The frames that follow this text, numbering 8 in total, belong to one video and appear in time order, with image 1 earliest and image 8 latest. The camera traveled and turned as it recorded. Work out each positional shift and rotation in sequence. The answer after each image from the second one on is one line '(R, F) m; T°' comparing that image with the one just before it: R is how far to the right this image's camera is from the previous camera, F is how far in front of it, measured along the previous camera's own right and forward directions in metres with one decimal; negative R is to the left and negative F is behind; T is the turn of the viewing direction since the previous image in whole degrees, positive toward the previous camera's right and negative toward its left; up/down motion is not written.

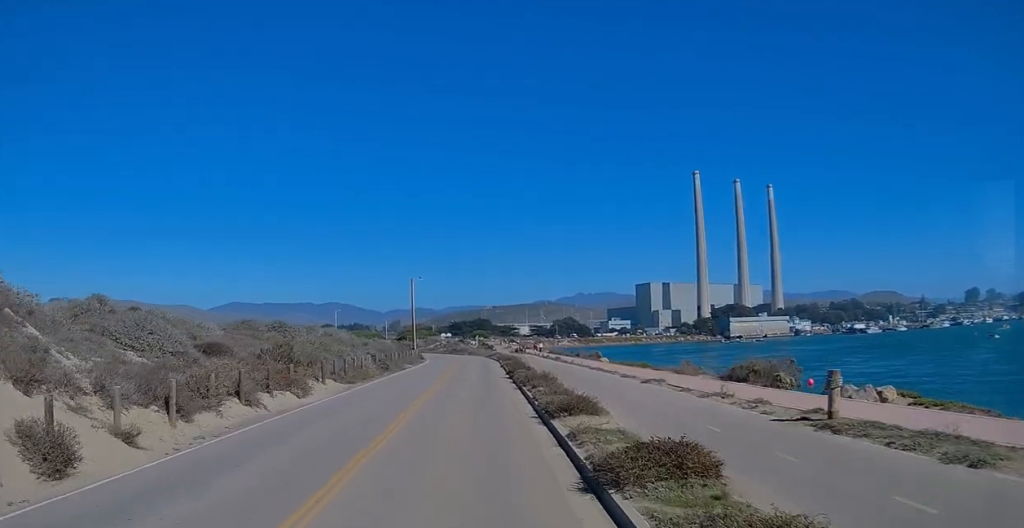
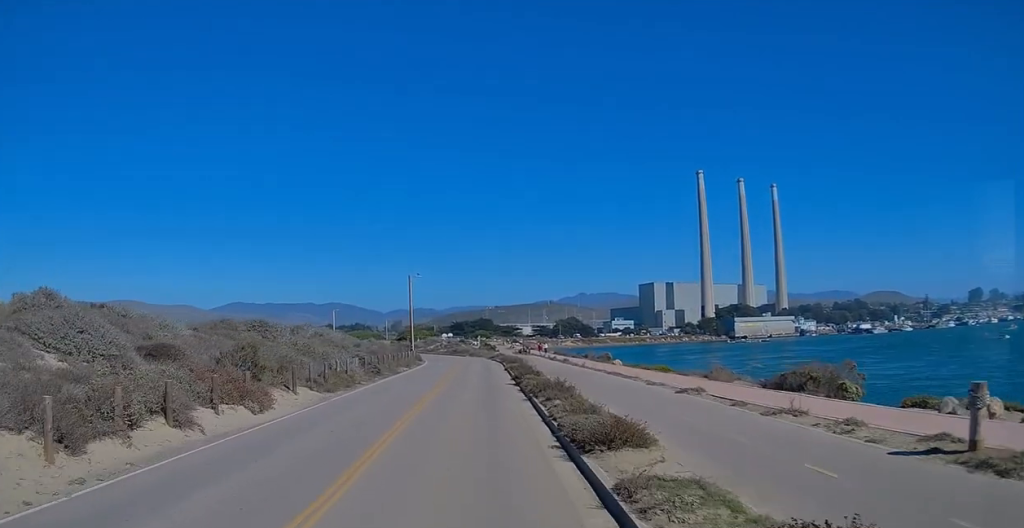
(0.0, +4.8) m; 0°
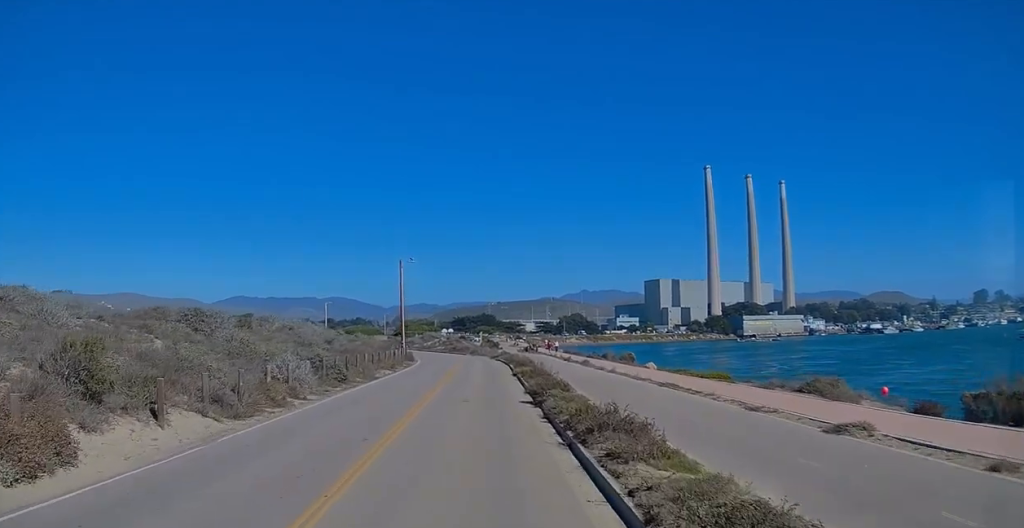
(+0.1, +10.2) m; +1°
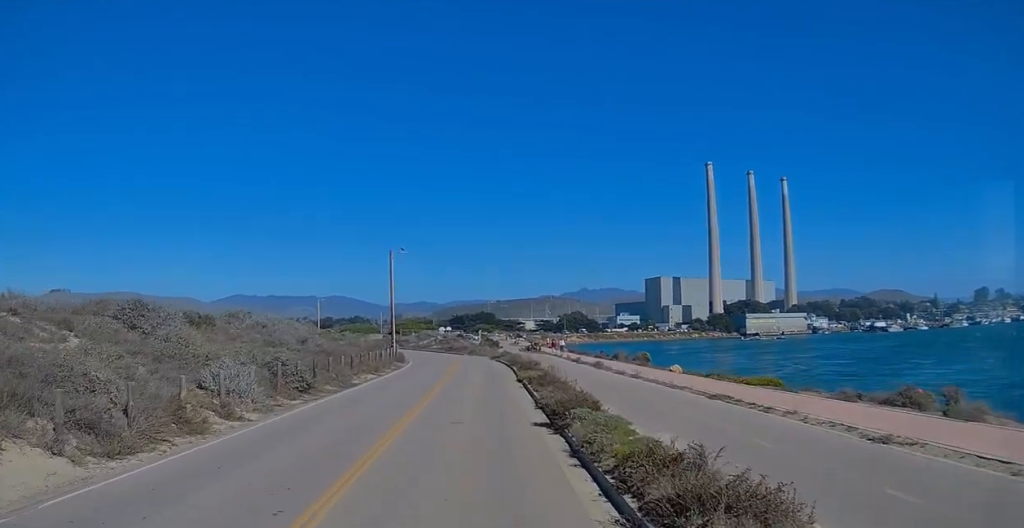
(0.0, +5.9) m; +1°
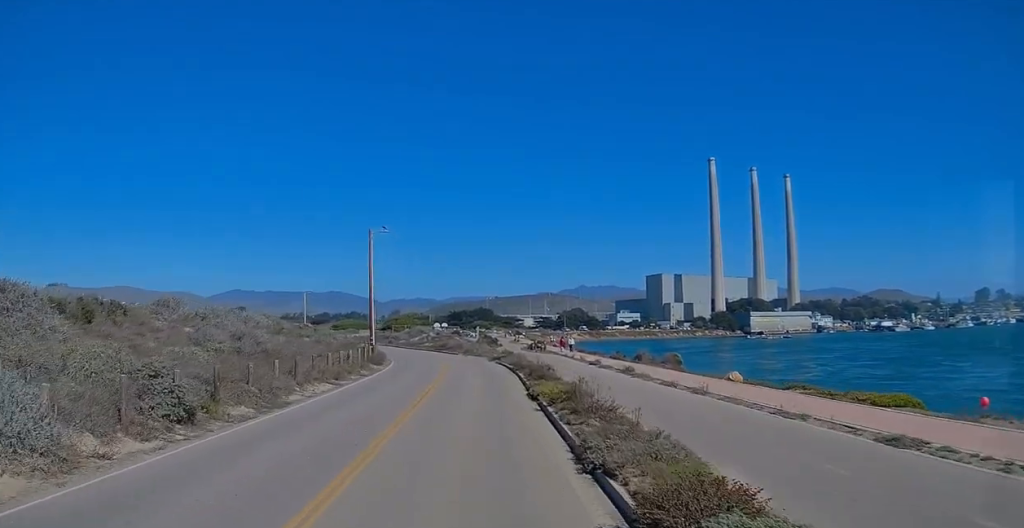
(+0.2, +9.5) m; 0°
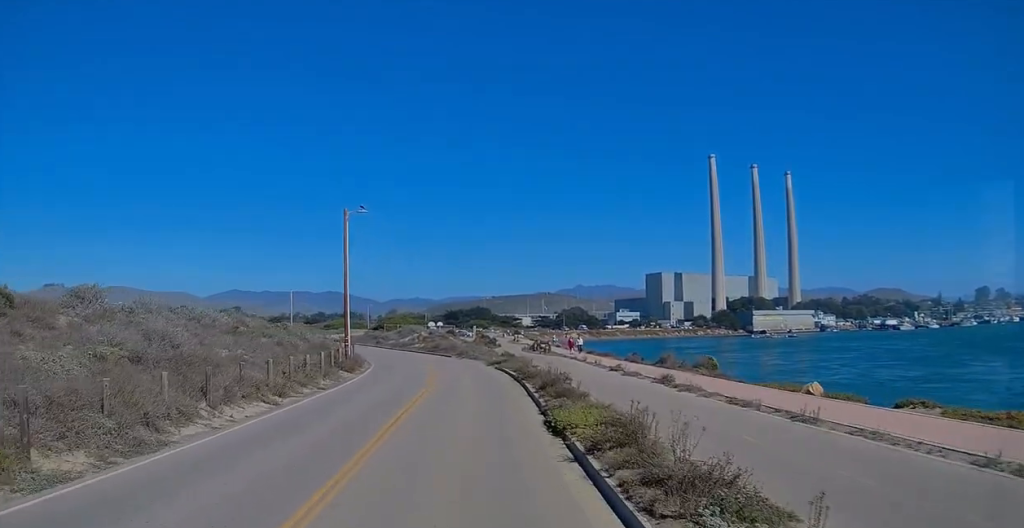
(-0.1, +8.2) m; -2°
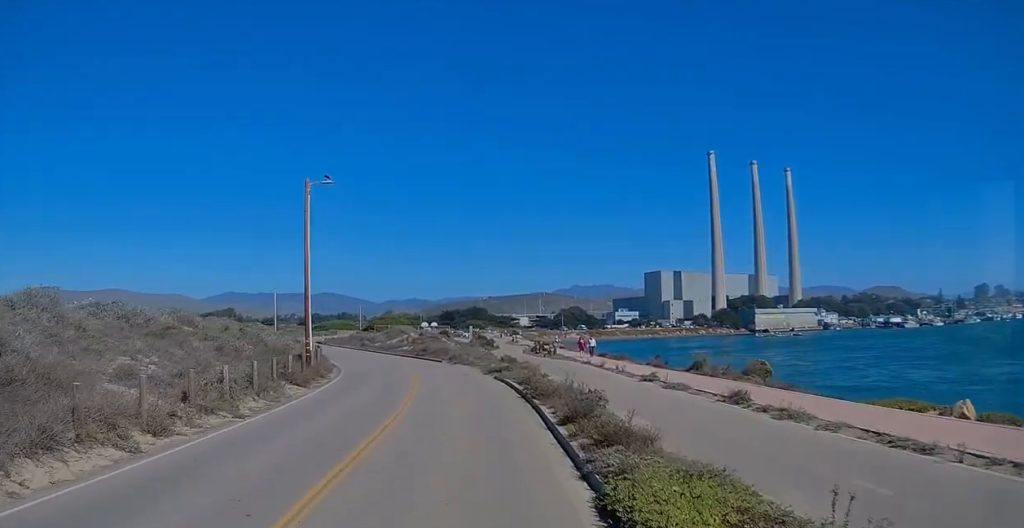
(-0.1, +8.4) m; 0°
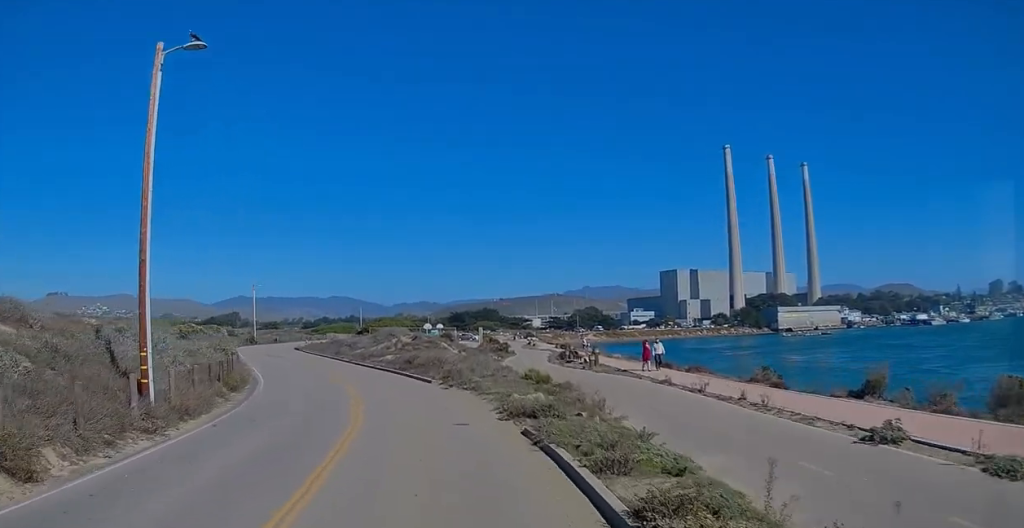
(+0.2, +16.2) m; -2°
